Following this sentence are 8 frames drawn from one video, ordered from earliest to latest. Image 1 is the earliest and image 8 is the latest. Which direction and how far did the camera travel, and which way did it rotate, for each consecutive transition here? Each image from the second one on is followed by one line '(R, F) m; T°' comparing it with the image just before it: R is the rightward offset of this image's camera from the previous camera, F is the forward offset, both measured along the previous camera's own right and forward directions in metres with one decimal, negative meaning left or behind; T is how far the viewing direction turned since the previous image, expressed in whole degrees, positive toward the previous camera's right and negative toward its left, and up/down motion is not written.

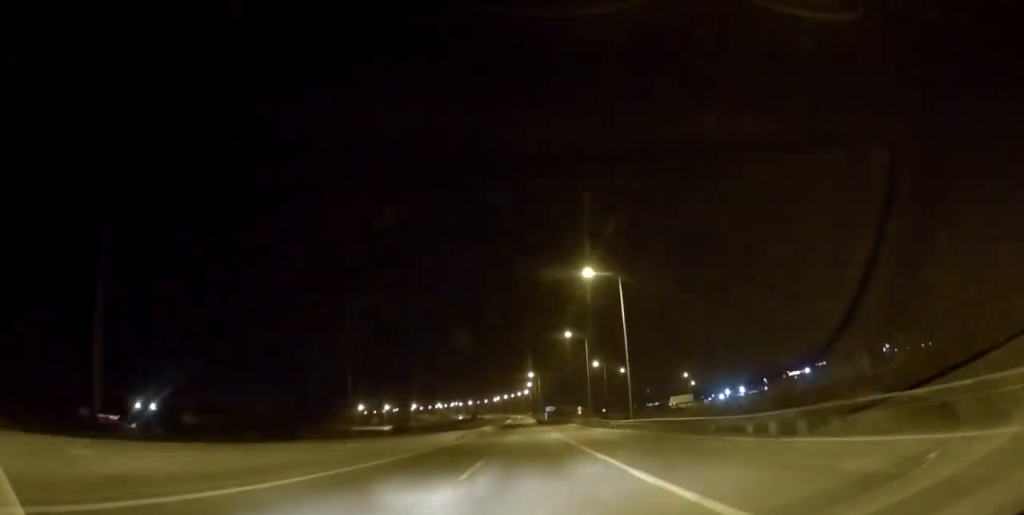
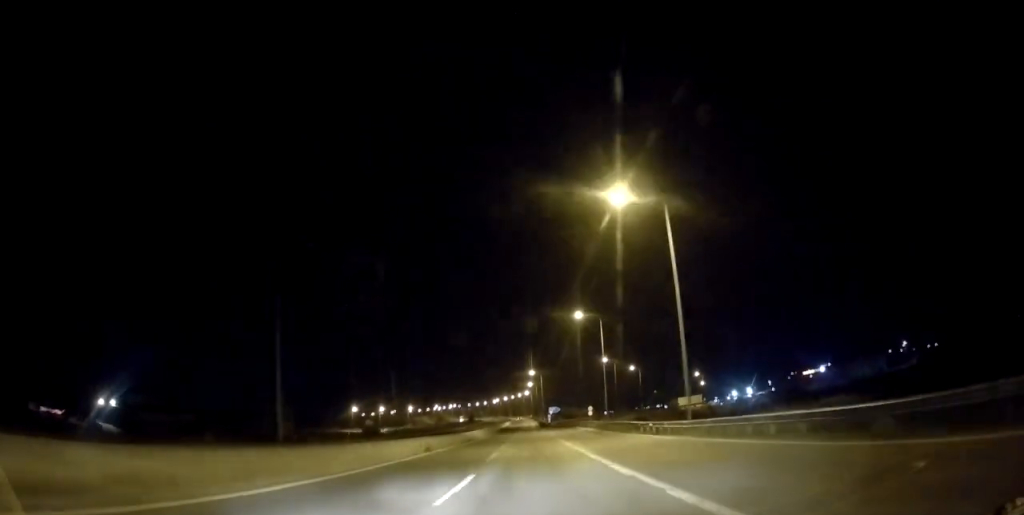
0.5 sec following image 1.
(-0.2, +15.9) m; 0°
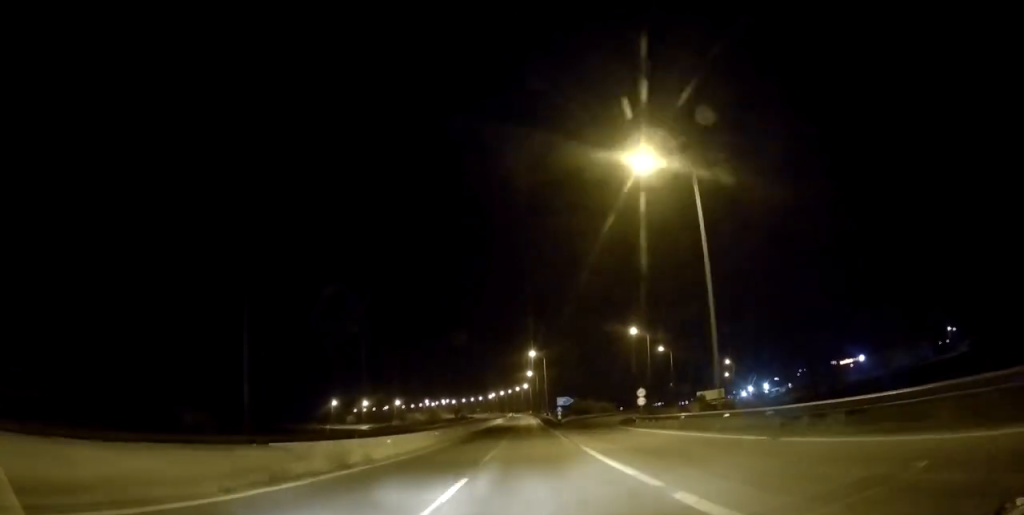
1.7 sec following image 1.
(+0.3, +38.1) m; +1°
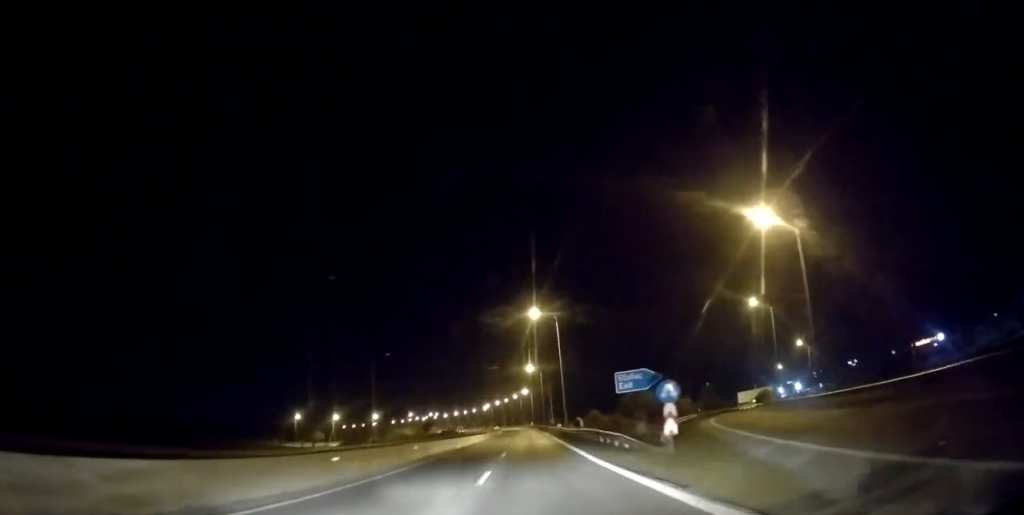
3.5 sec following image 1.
(0.0, +56.5) m; 0°
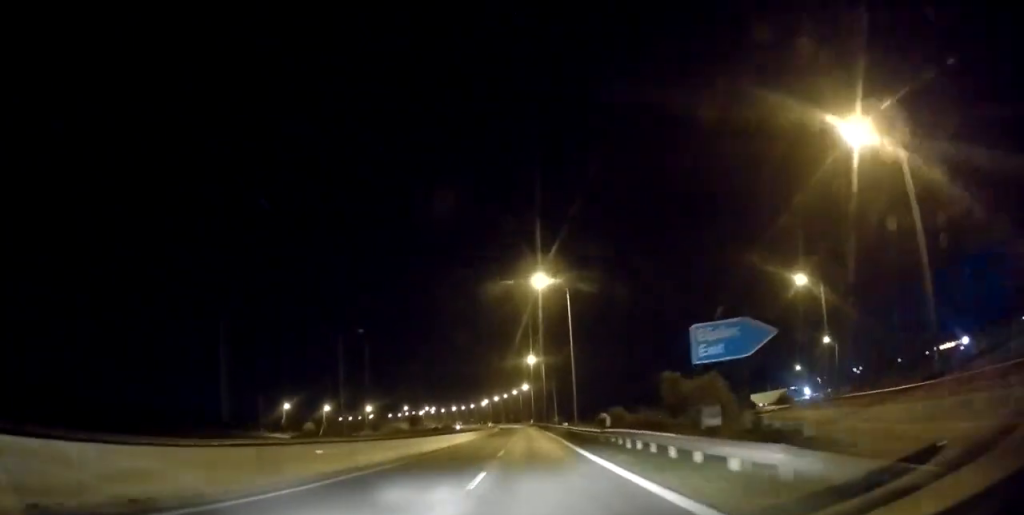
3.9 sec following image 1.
(0.0, +13.7) m; 0°
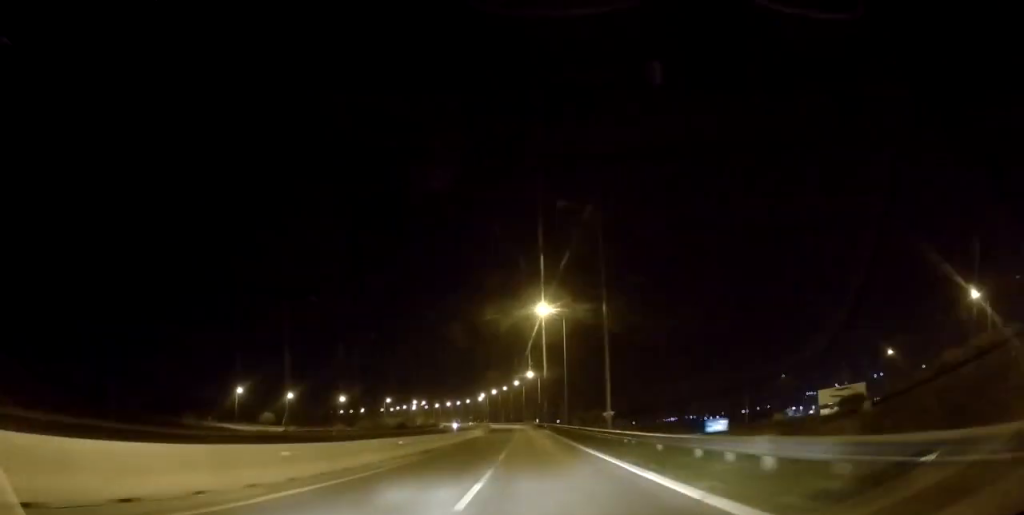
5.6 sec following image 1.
(-0.5, +51.2) m; 0°
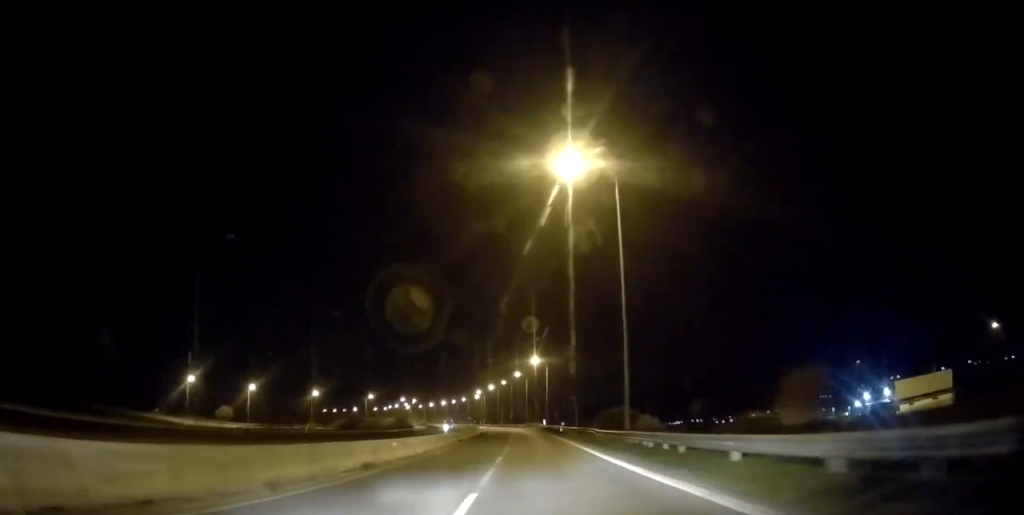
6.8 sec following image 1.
(+0.2, +37.9) m; 0°
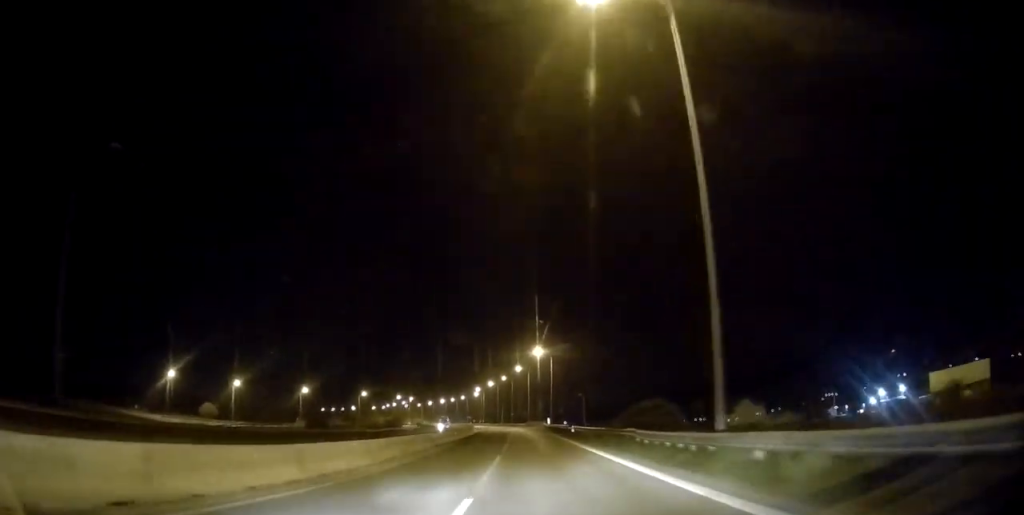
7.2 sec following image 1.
(-0.1, +12.8) m; 0°
